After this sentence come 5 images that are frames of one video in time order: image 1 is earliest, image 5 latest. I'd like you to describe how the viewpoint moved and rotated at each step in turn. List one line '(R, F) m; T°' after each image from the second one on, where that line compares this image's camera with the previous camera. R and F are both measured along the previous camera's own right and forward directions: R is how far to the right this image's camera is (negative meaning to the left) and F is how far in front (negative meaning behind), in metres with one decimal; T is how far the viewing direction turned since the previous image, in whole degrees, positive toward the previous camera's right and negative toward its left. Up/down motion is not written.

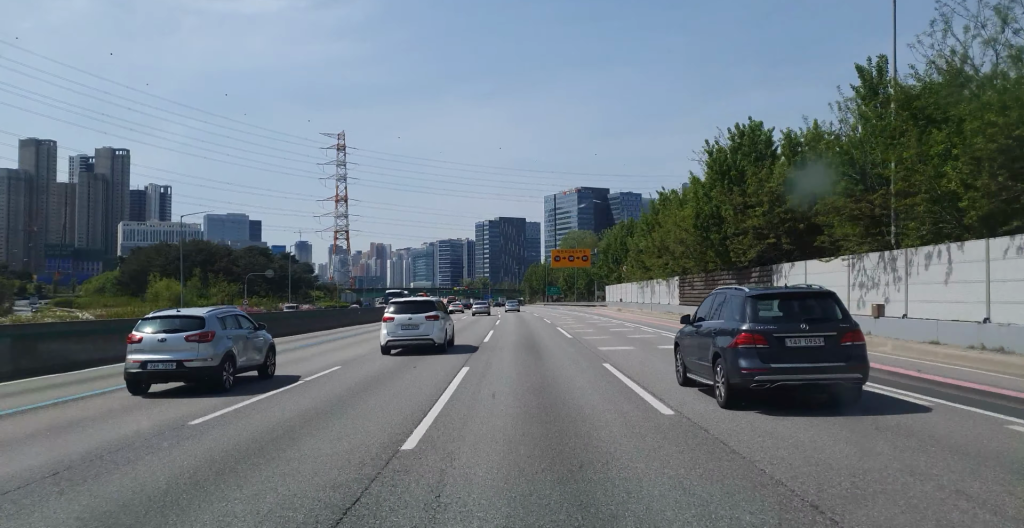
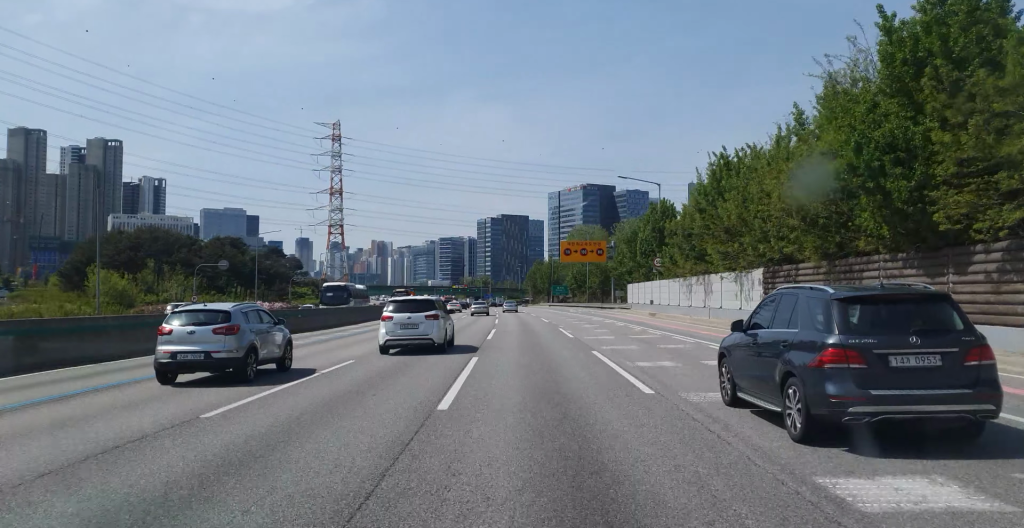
(+0.1, +18.2) m; 0°
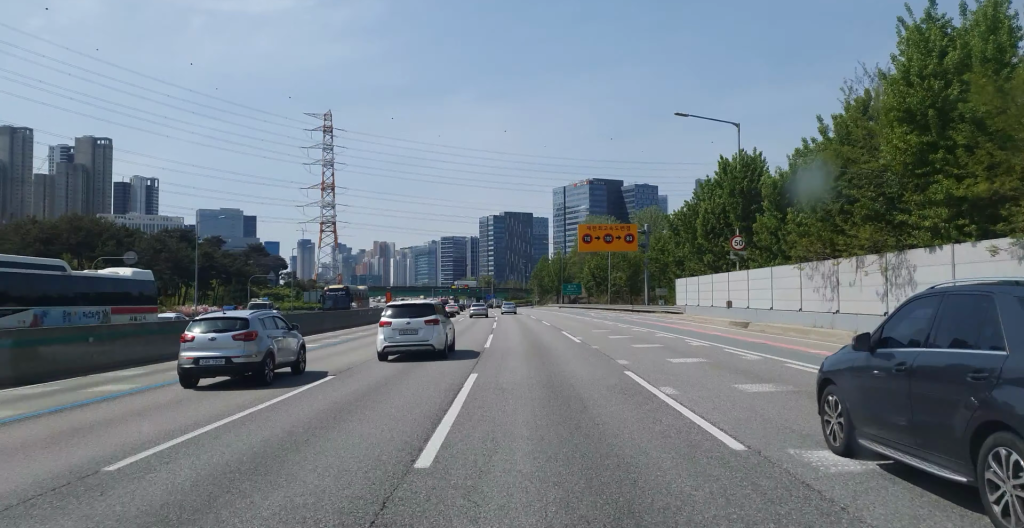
(0.0, +23.5) m; 0°
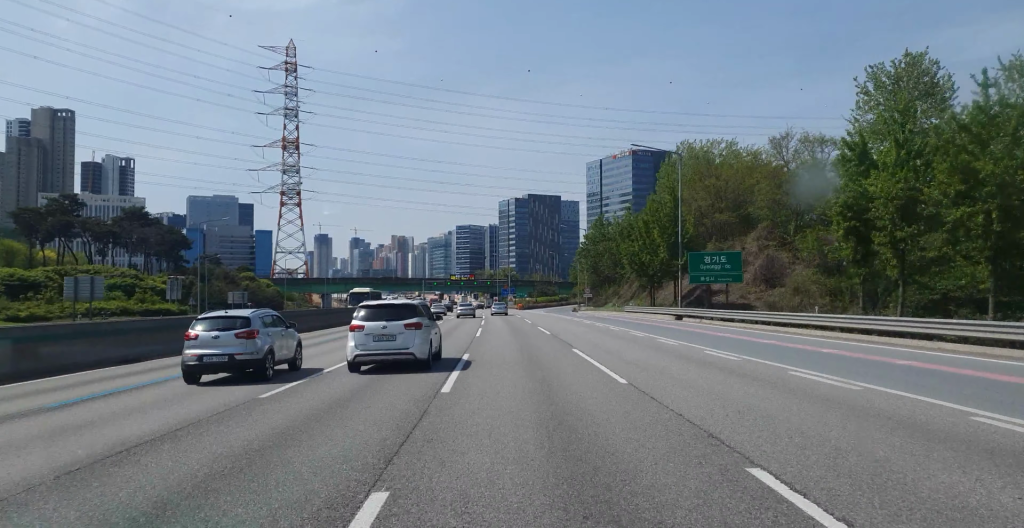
(-0.1, +94.8) m; -1°
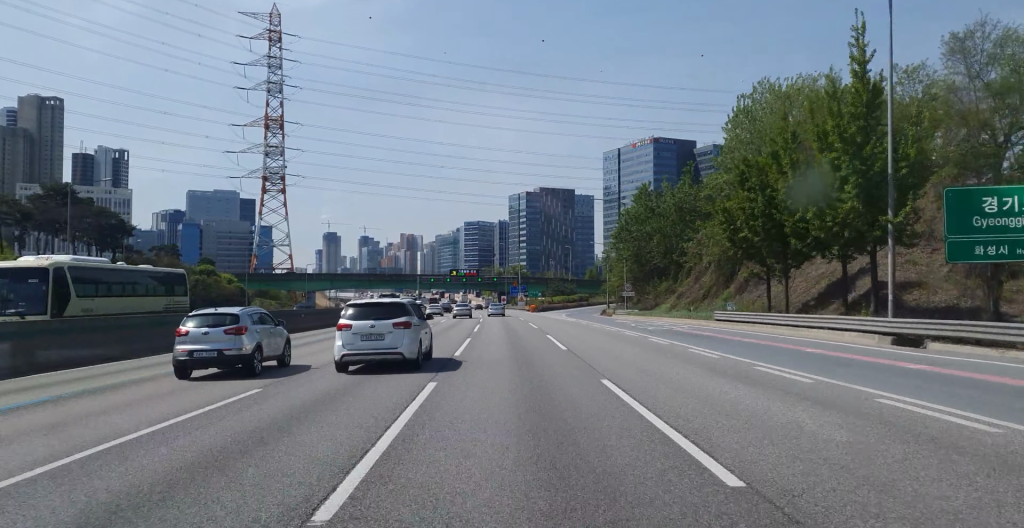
(-0.3, +30.0) m; -1°
